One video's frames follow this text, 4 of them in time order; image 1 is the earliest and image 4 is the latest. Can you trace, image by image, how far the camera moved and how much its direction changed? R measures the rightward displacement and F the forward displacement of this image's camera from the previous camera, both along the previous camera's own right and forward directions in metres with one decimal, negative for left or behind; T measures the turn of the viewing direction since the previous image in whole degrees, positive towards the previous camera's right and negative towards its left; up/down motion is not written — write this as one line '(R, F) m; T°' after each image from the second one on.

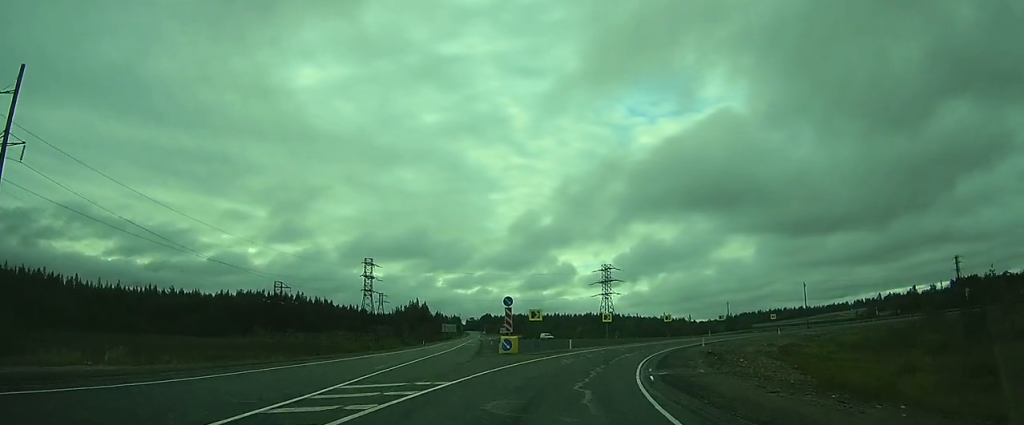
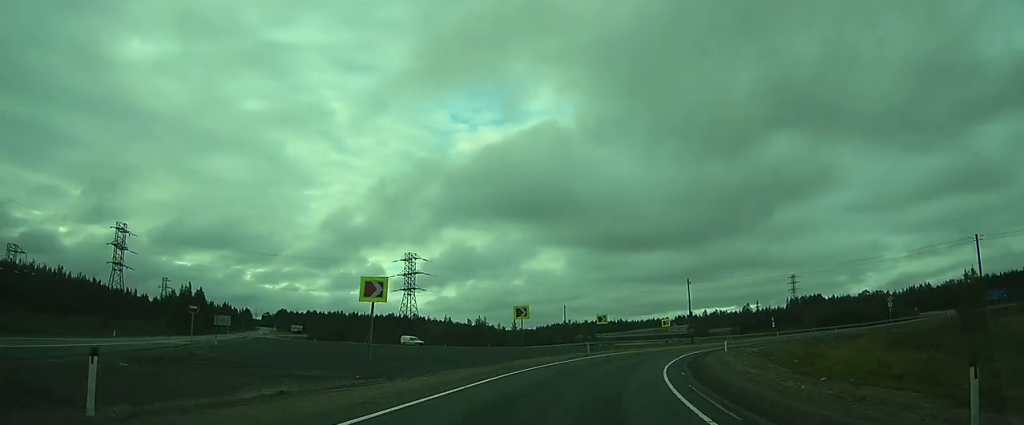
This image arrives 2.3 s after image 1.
(+1.5, +36.0) m; +7°
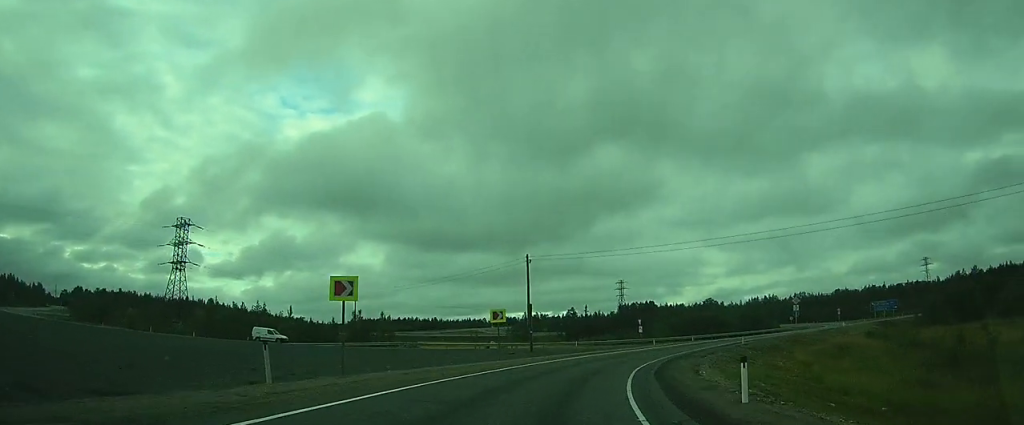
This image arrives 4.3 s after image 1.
(+4.0, +30.0) m; +16°
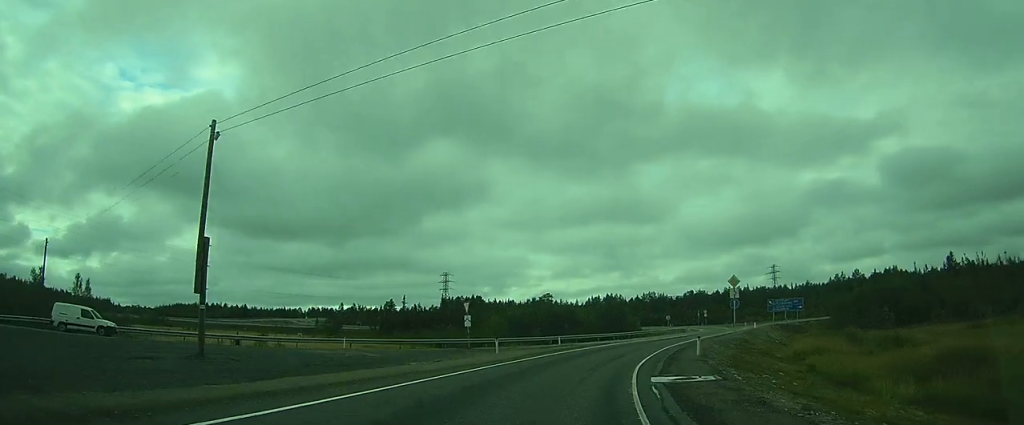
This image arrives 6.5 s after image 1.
(+3.3, +36.8) m; +9°
